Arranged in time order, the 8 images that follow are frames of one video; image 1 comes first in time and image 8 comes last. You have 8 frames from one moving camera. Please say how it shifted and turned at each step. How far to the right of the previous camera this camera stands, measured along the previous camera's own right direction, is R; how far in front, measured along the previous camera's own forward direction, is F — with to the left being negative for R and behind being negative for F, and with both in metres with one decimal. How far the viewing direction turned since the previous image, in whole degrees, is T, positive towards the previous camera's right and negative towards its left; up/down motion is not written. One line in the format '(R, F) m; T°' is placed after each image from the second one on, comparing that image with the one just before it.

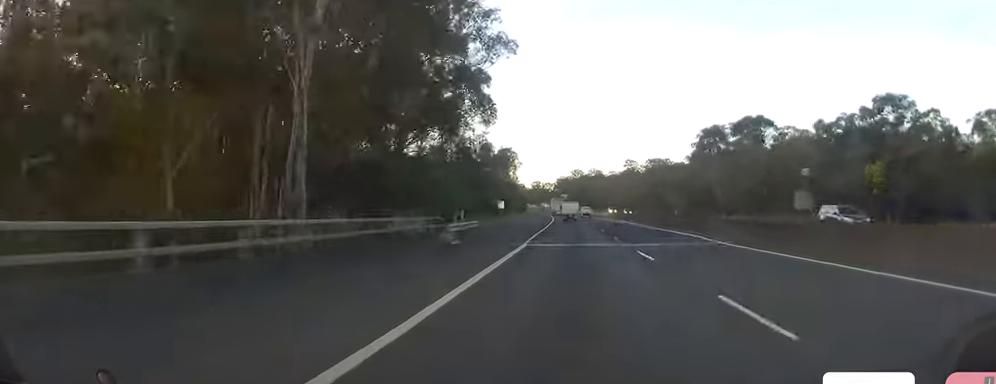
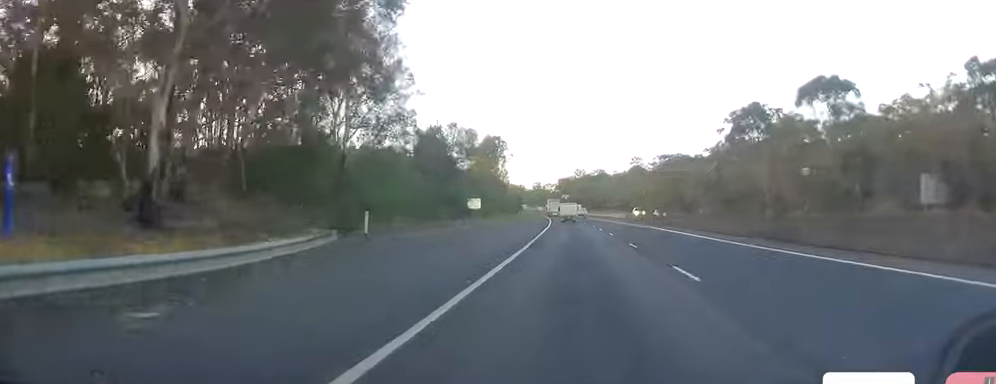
(0.0, +29.9) m; 0°
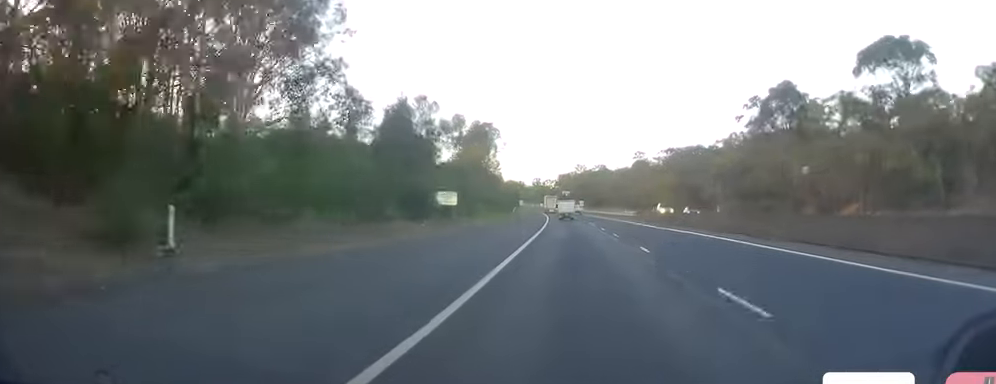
(-0.1, +16.4) m; 0°
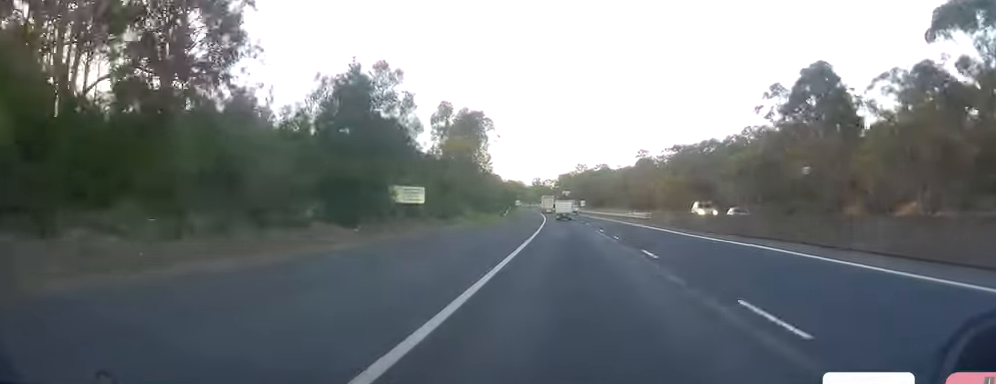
(0.0, +13.5) m; 0°
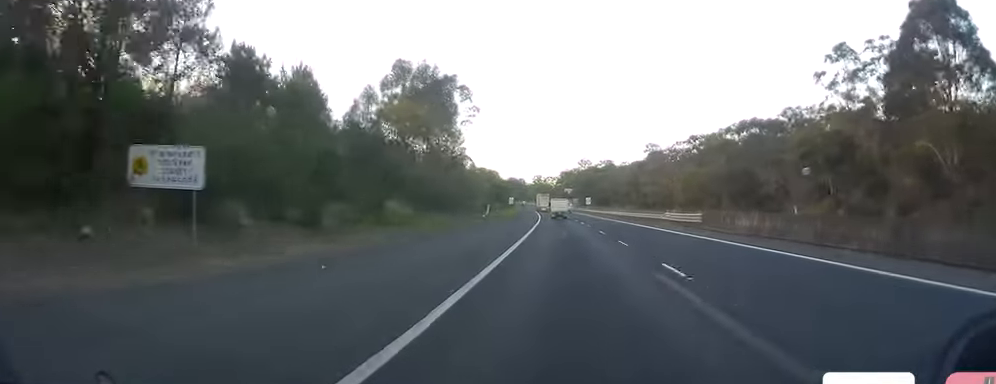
(-0.2, +29.0) m; 0°
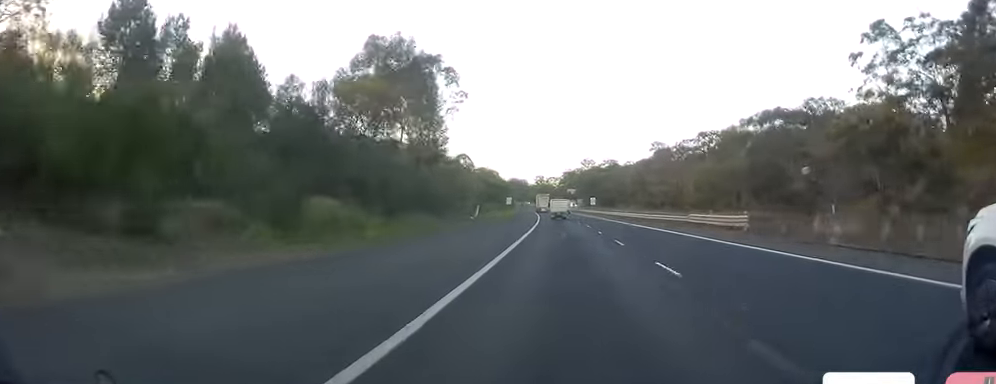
(-0.2, +11.6) m; 0°
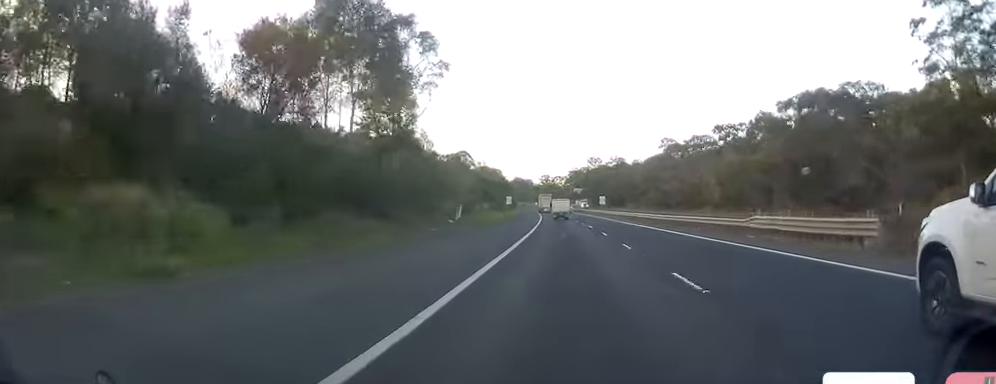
(+0.3, +14.5) m; 0°
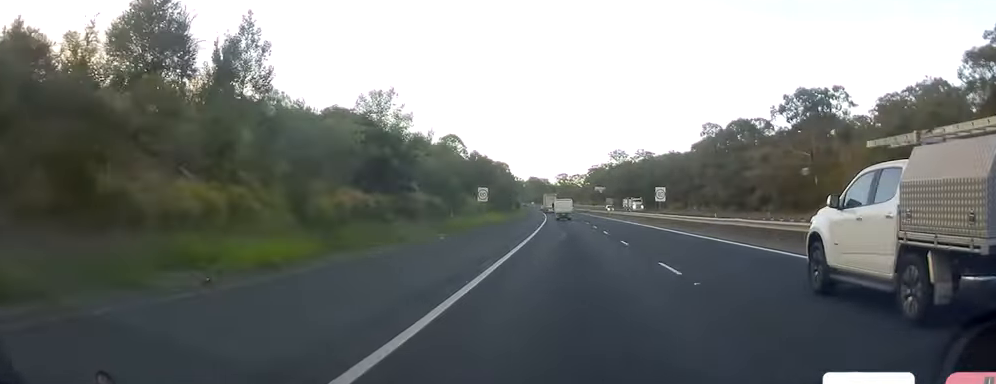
(-0.4, +59.0) m; -1°
